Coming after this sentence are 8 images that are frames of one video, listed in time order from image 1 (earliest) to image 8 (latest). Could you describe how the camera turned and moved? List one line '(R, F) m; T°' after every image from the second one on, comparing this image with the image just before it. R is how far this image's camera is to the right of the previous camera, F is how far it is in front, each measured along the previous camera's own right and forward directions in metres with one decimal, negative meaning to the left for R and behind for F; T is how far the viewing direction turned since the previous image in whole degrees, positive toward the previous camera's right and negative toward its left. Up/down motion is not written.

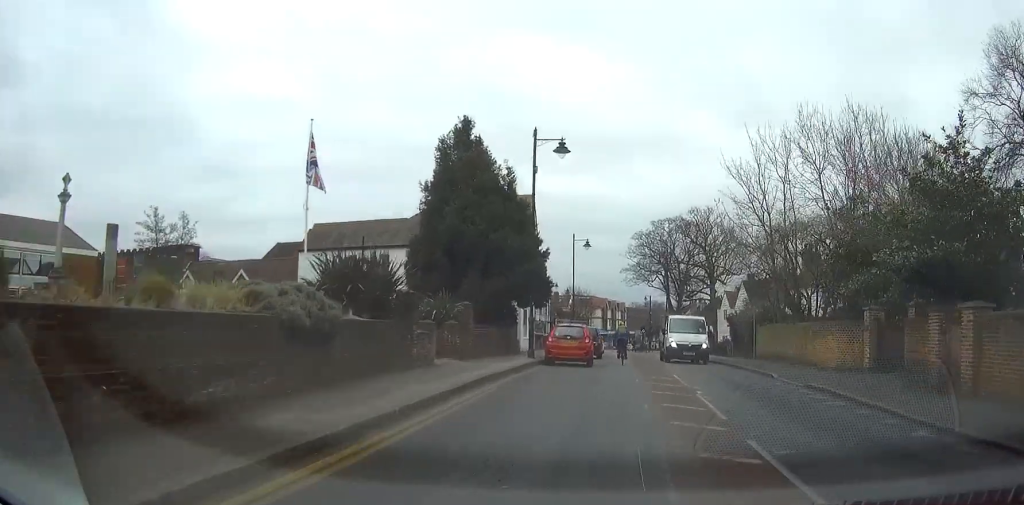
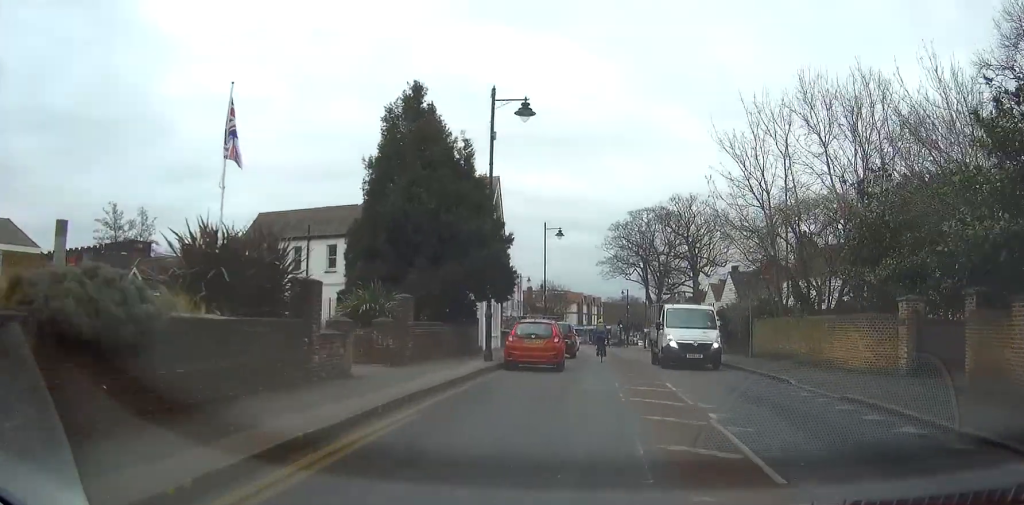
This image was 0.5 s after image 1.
(+0.1, +4.8) m; +2°
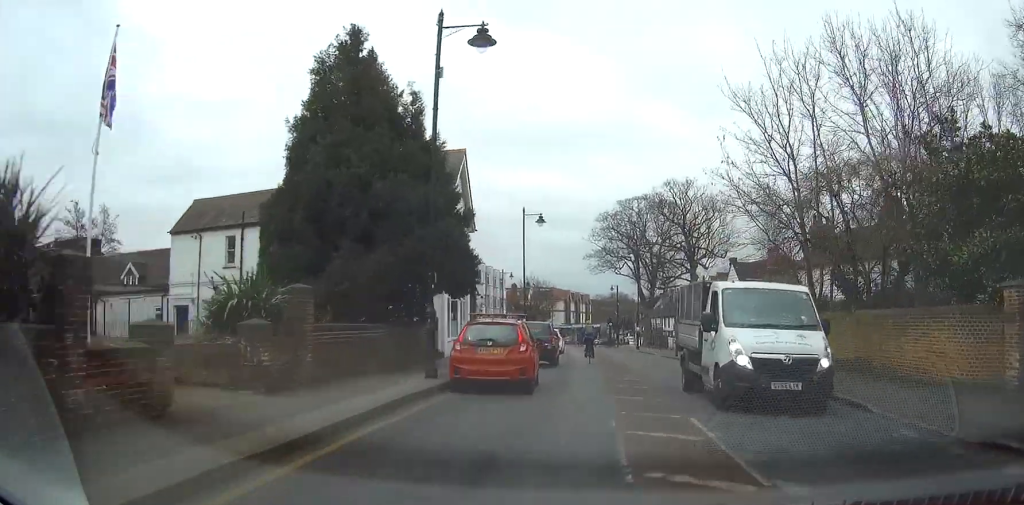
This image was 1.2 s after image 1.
(+0.1, +6.1) m; +1°
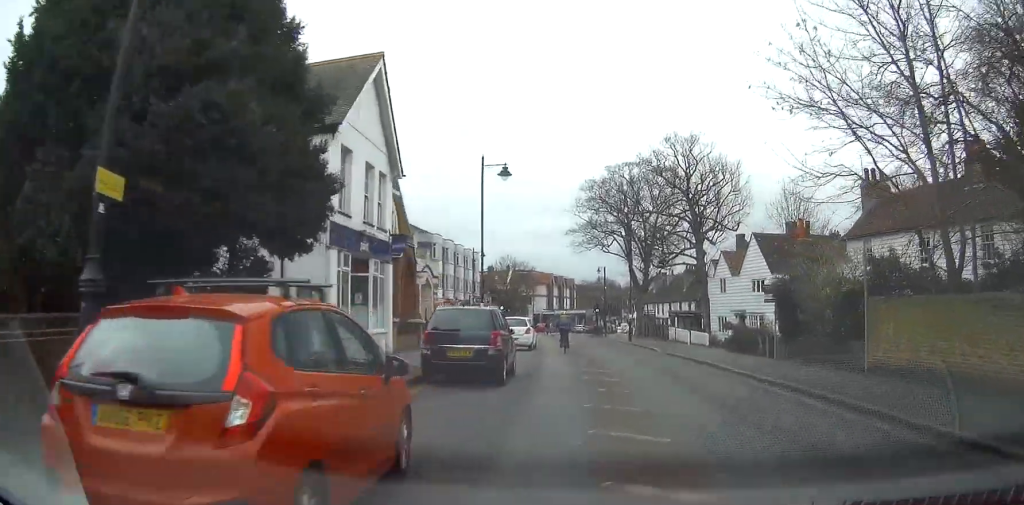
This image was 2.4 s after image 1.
(+0.1, +11.1) m; +1°
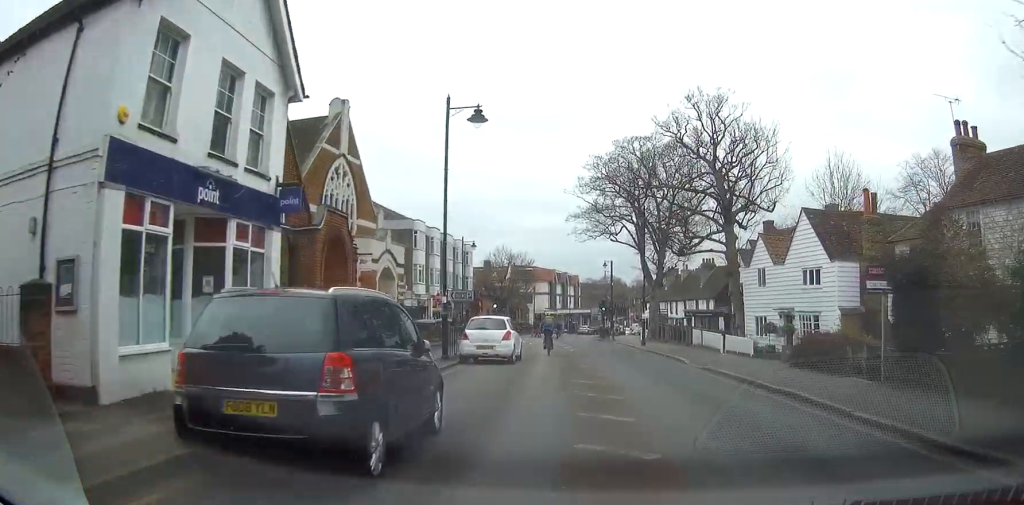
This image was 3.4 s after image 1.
(0.0, +9.5) m; -1°
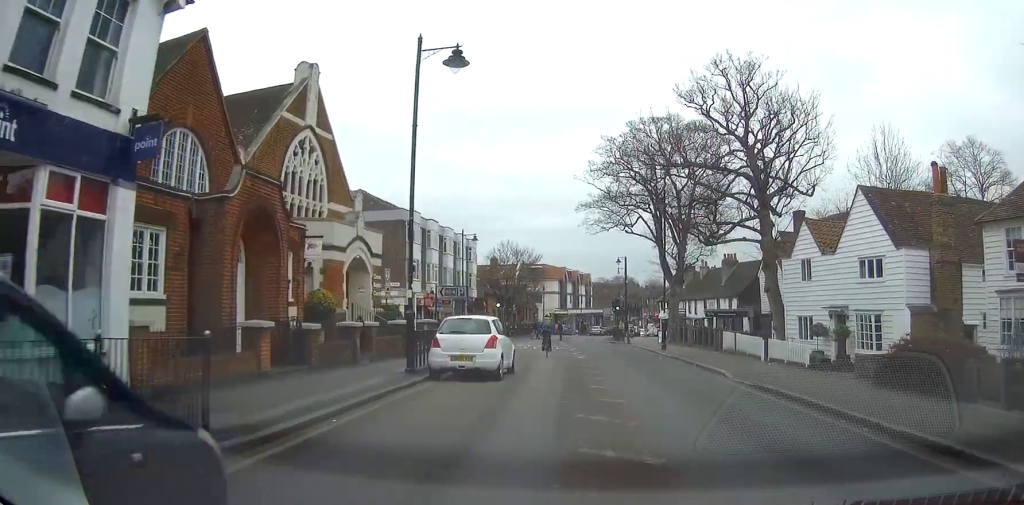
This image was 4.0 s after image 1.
(-0.1, +6.0) m; -1°
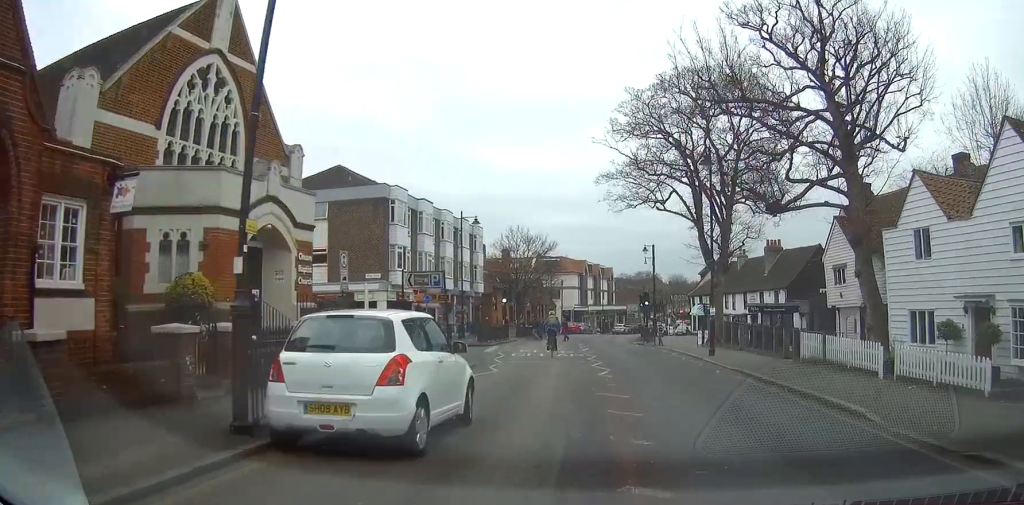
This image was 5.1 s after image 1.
(-0.1, +9.8) m; -1°
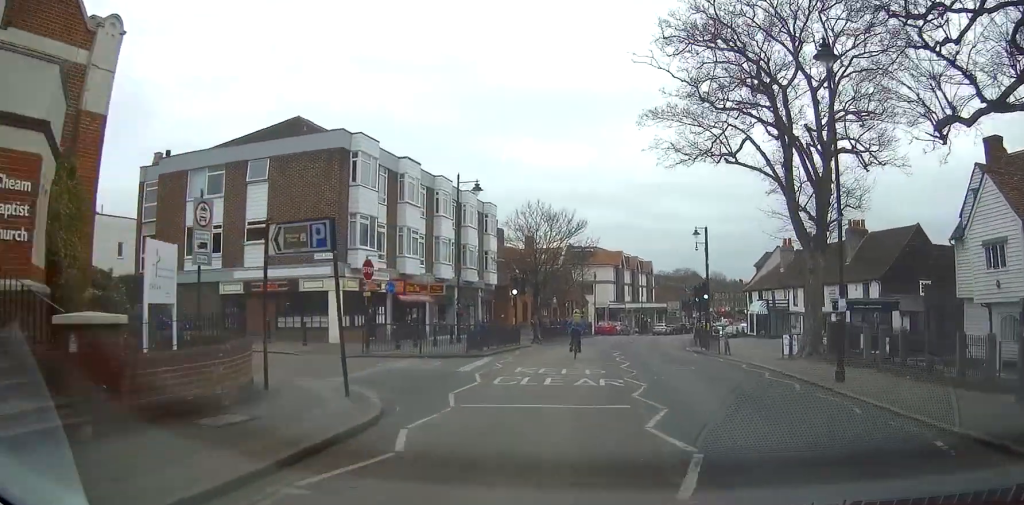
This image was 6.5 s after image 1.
(0.0, +13.2) m; -1°
